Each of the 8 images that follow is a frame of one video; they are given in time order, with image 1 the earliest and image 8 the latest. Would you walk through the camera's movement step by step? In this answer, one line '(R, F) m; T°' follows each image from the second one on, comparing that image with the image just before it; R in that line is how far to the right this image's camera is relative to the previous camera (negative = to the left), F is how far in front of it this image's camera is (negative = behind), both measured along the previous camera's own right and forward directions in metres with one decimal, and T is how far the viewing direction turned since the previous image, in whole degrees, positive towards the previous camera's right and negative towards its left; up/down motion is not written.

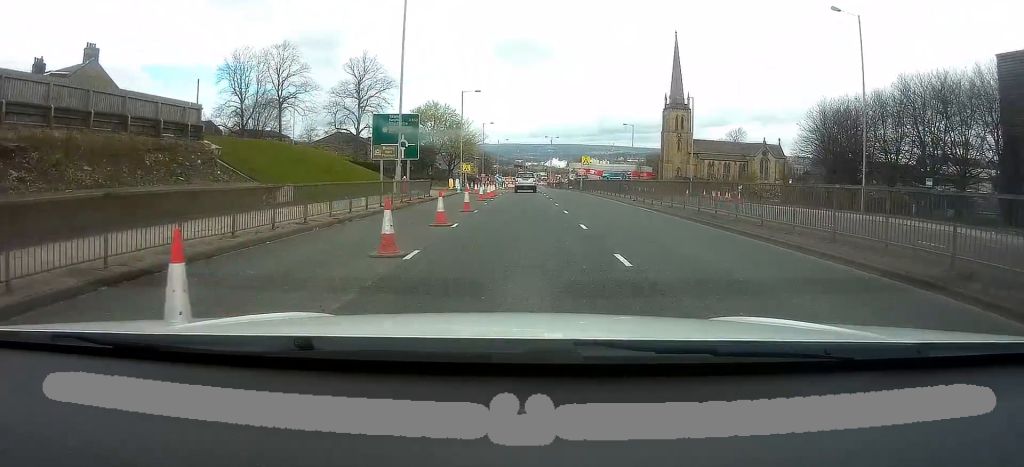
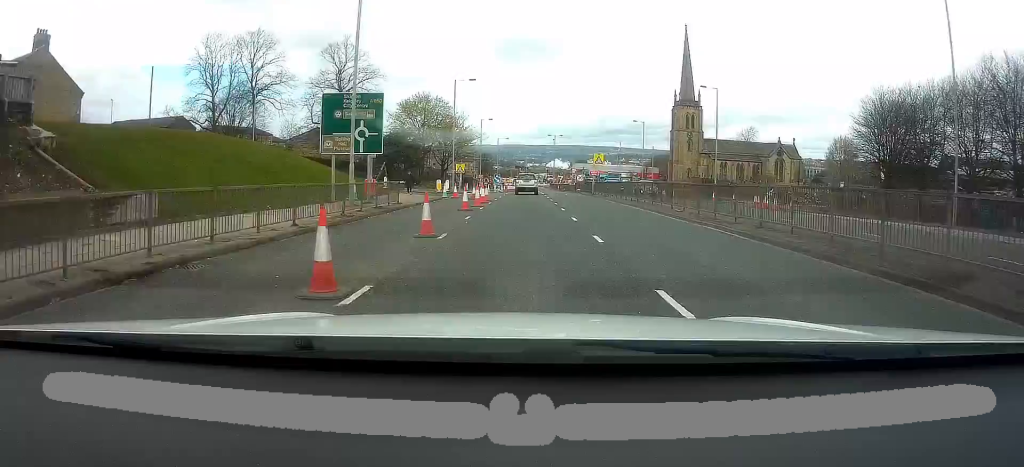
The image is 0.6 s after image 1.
(+0.2, +9.0) m; 0°
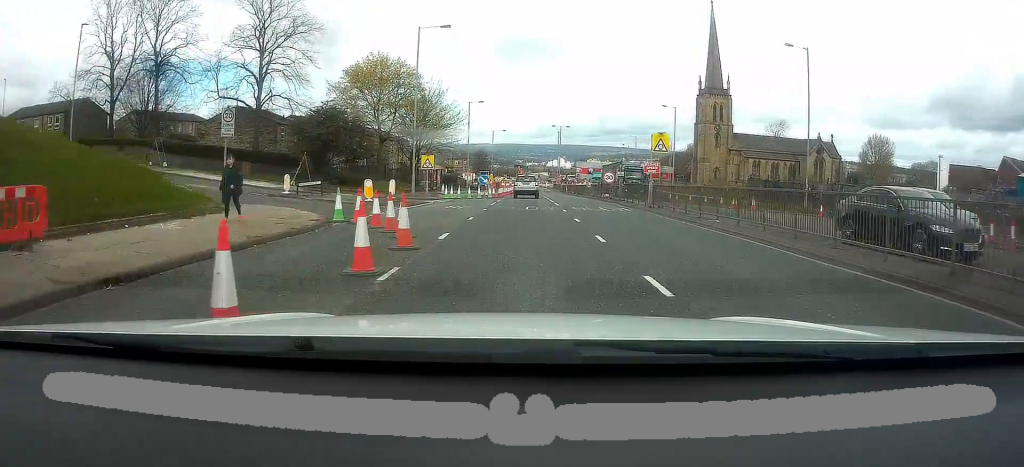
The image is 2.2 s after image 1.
(+0.1, +22.1) m; 0°
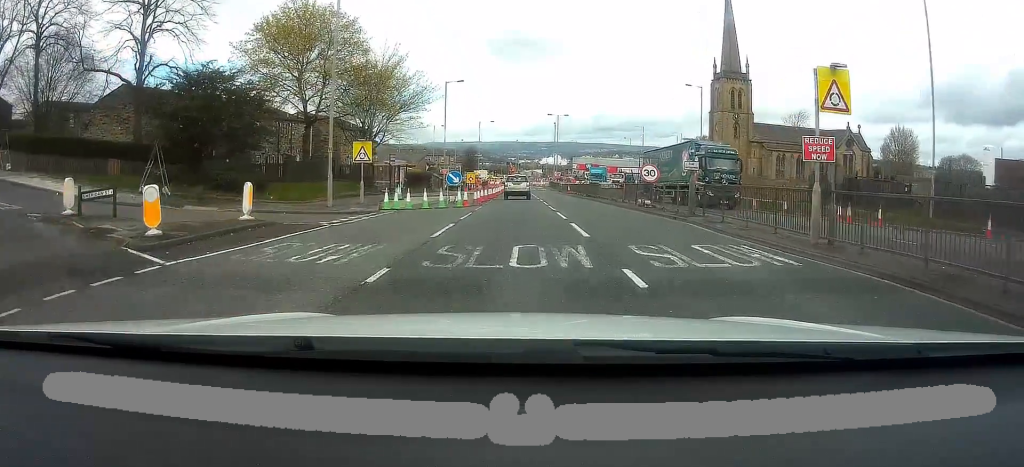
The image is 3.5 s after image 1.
(+0.1, +16.2) m; 0°
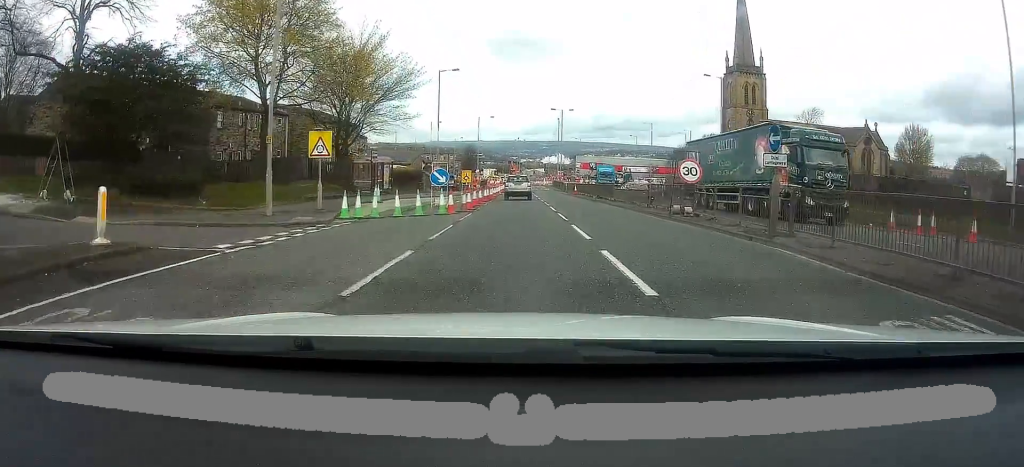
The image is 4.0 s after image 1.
(-0.1, +6.4) m; 0°
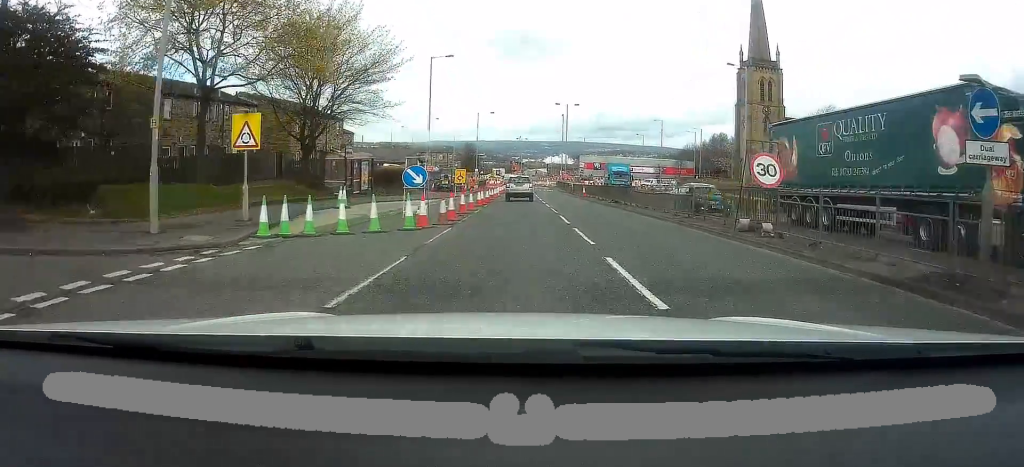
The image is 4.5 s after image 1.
(+0.1, +6.5) m; 0°
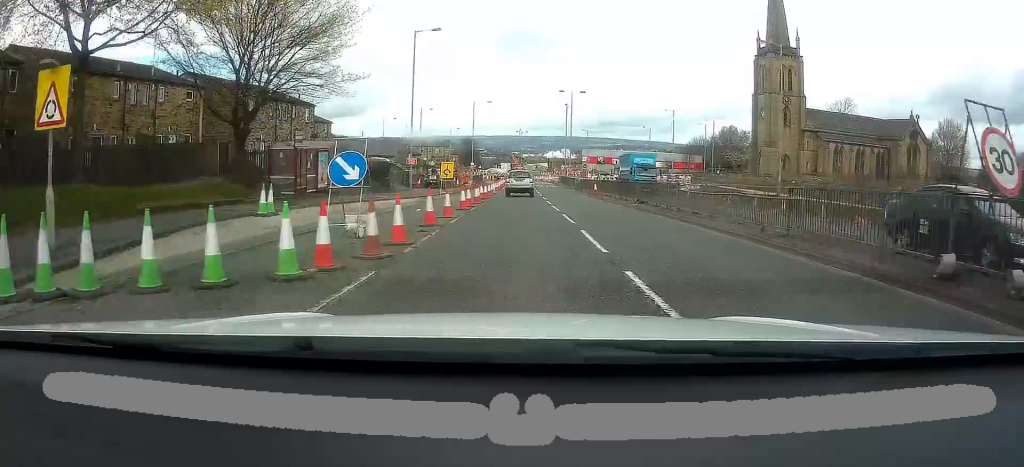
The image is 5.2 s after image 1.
(+0.1, +8.0) m; 0°
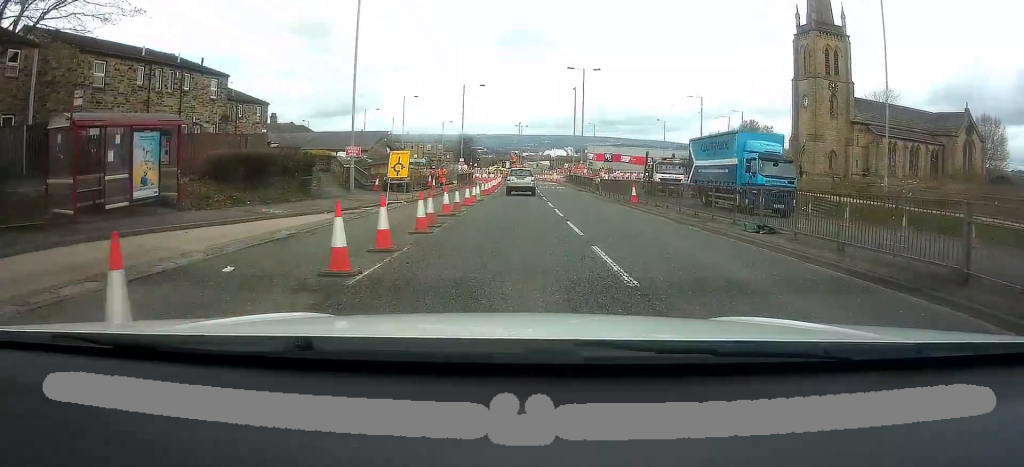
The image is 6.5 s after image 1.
(-0.2, +15.0) m; -1°
